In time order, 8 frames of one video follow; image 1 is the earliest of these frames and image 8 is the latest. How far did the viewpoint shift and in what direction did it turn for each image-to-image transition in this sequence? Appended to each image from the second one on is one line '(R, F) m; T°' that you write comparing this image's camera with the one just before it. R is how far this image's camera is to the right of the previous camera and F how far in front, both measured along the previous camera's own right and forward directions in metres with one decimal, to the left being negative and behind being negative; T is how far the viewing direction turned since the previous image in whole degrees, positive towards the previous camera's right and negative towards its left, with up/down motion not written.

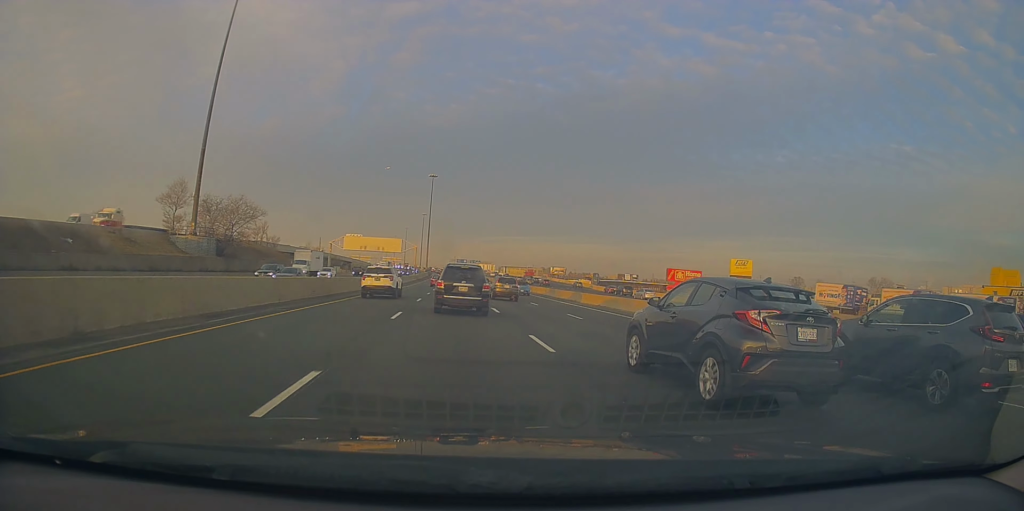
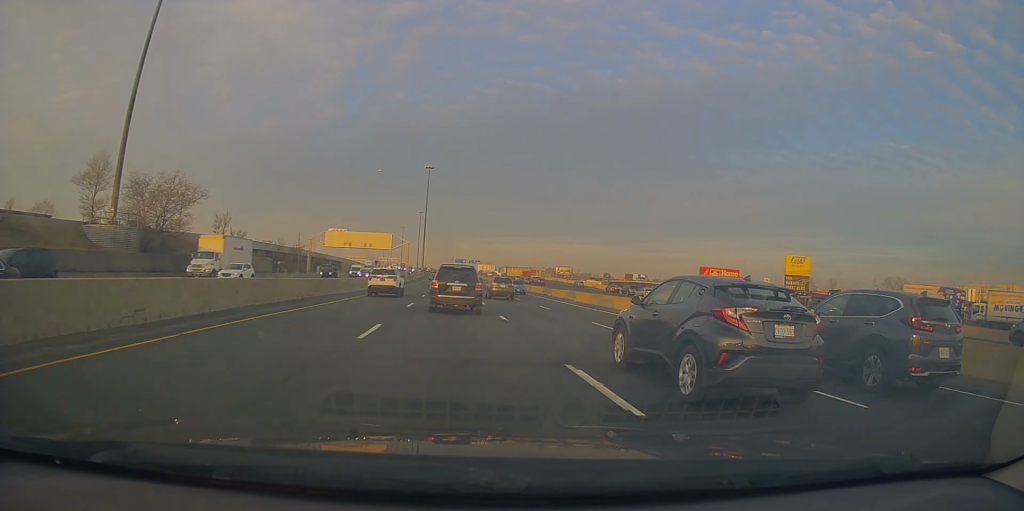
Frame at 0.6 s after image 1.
(0.0, +17.2) m; -1°
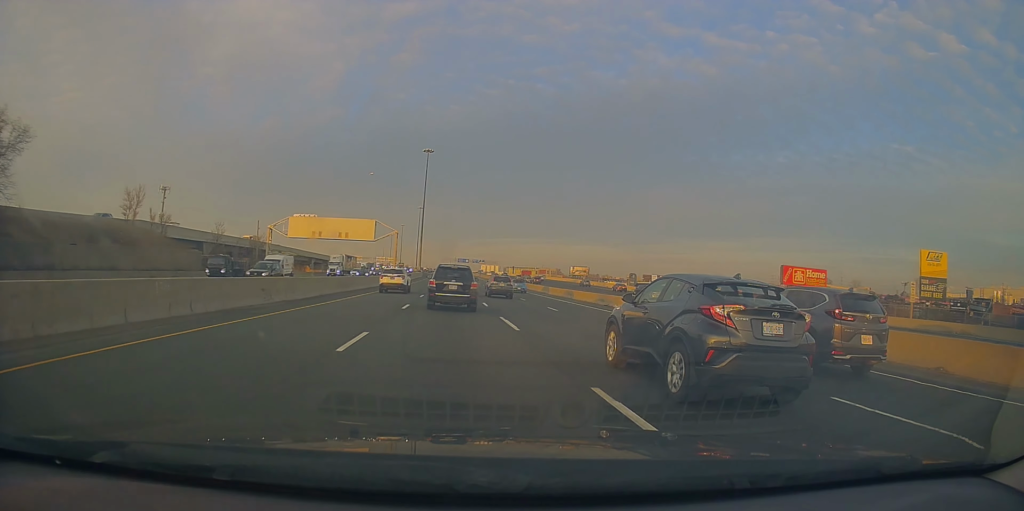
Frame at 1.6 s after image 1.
(-0.3, +26.4) m; 0°
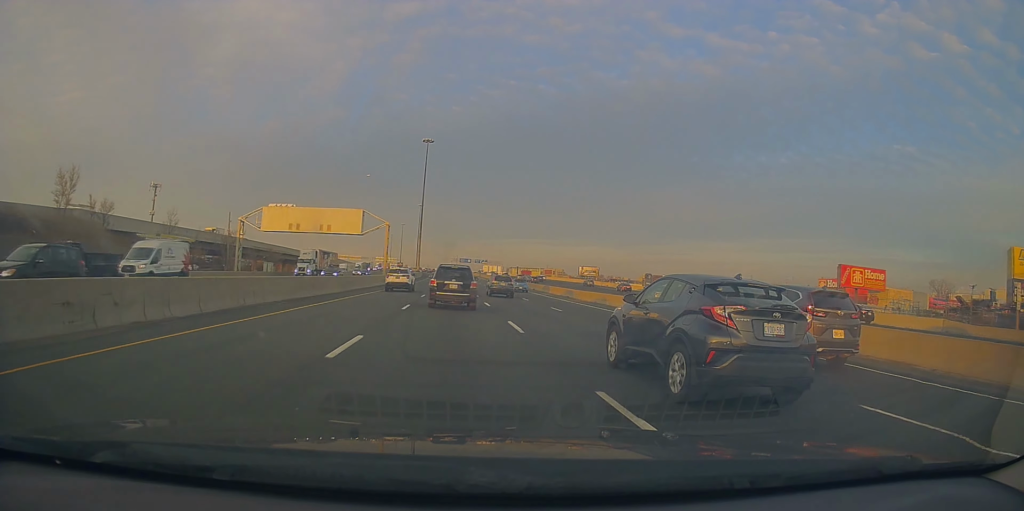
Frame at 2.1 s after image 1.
(-0.2, +12.8) m; 0°
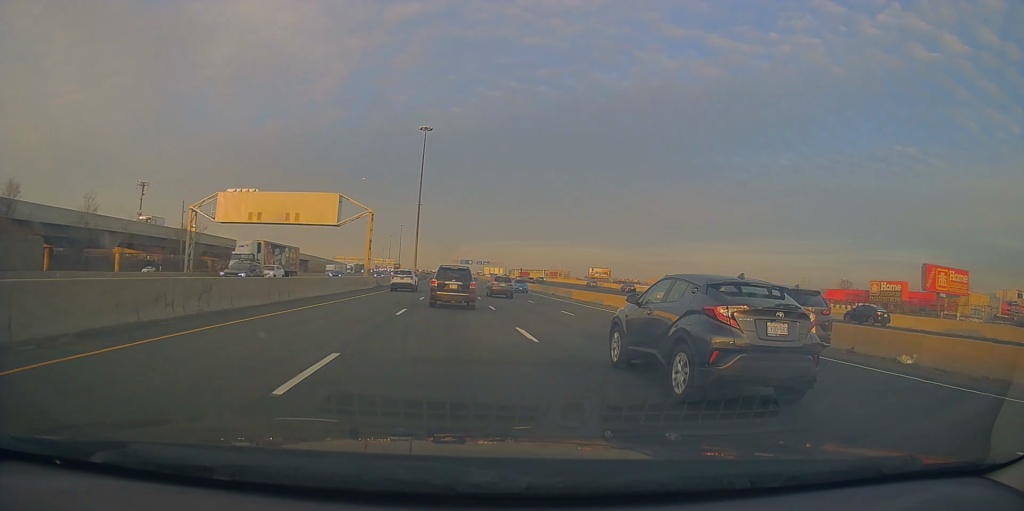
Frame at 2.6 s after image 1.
(+0.3, +14.6) m; +1°
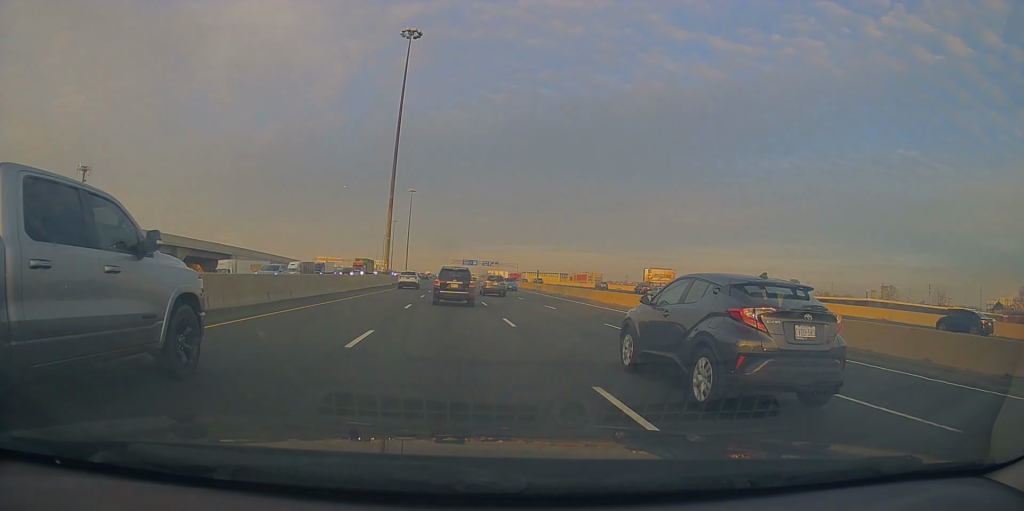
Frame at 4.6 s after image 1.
(+0.5, +56.5) m; 0°
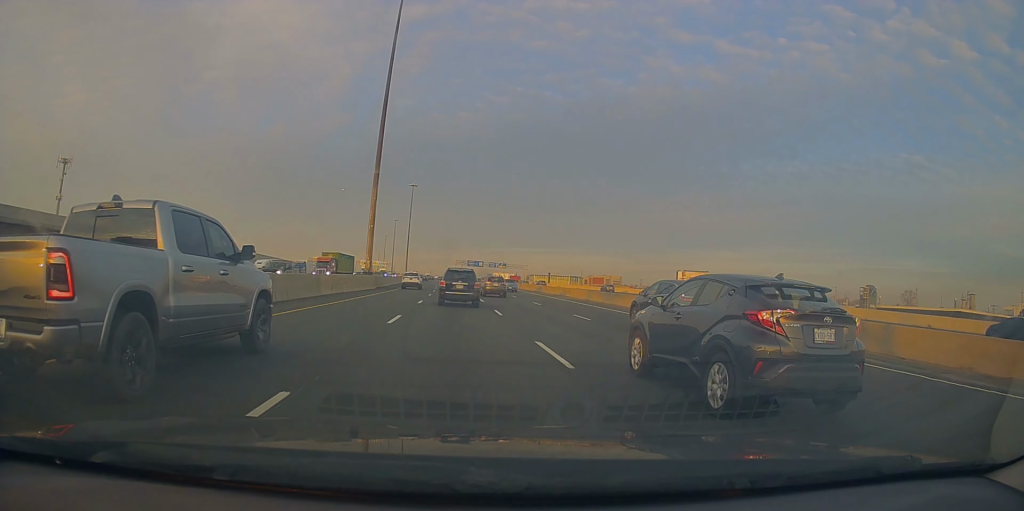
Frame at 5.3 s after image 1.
(-0.1, +18.9) m; 0°
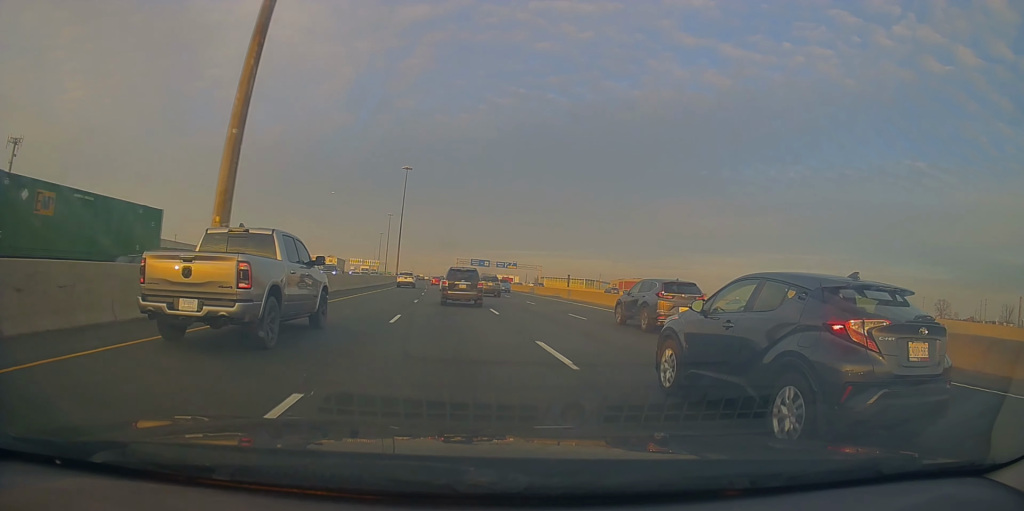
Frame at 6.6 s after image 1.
(-0.1, +36.3) m; 0°
